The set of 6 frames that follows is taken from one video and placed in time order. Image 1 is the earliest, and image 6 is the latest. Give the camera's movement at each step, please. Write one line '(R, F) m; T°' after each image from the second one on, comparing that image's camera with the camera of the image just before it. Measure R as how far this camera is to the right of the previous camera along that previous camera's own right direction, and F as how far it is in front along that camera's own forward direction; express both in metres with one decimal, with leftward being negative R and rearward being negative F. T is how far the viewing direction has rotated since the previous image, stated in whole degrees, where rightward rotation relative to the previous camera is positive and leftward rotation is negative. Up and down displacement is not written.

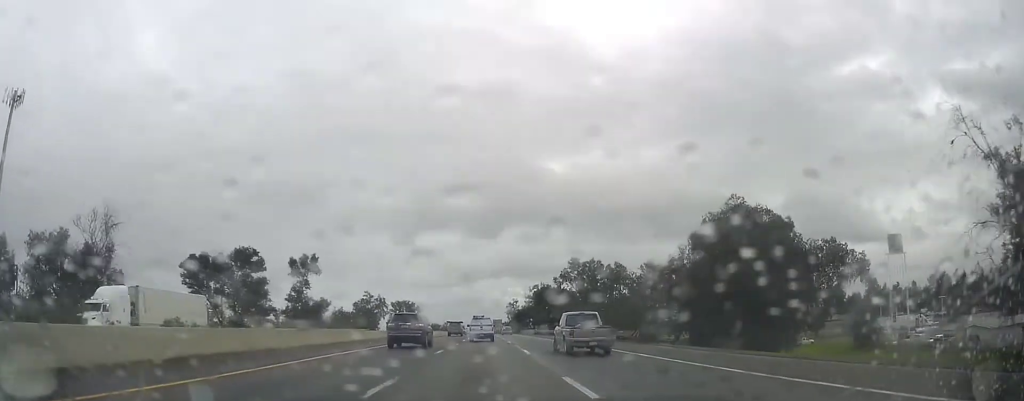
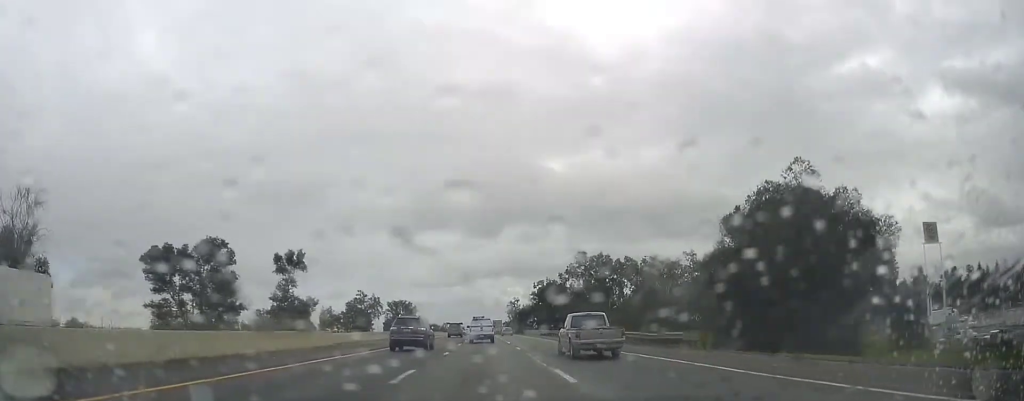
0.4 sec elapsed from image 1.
(+0.1, +12.1) m; 0°
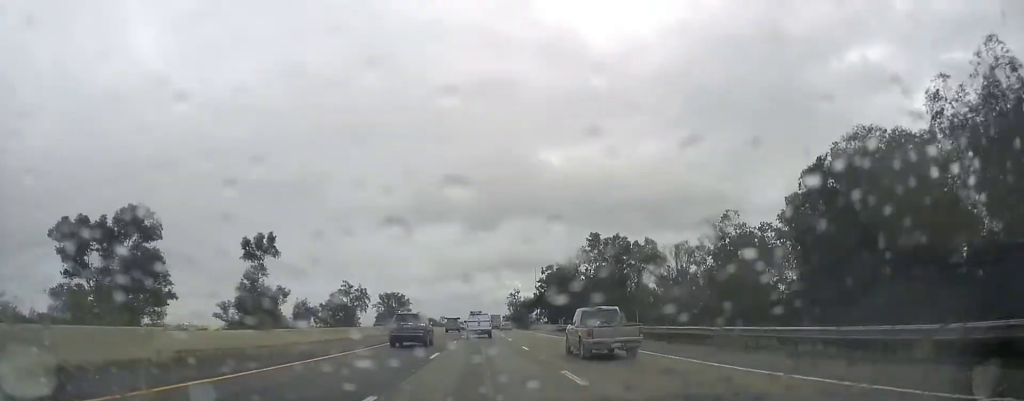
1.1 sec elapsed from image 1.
(0.0, +21.1) m; 0°
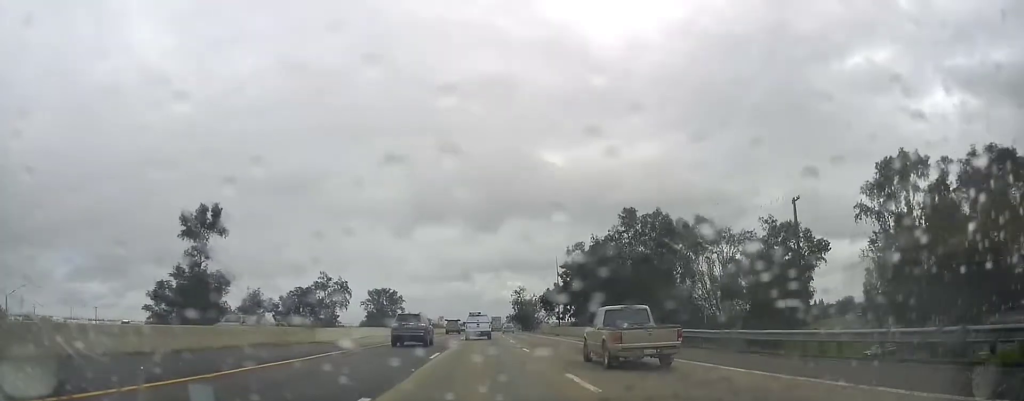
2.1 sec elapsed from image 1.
(-0.2, +29.2) m; -1°
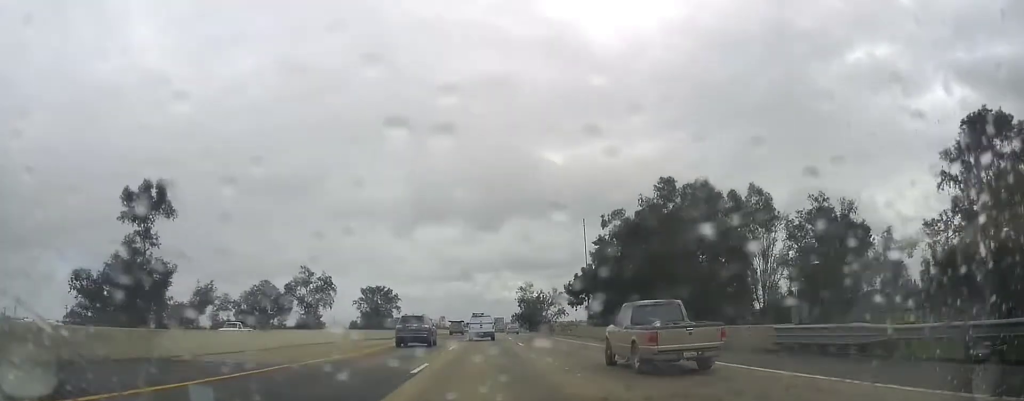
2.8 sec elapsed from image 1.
(+0.1, +21.1) m; 0°
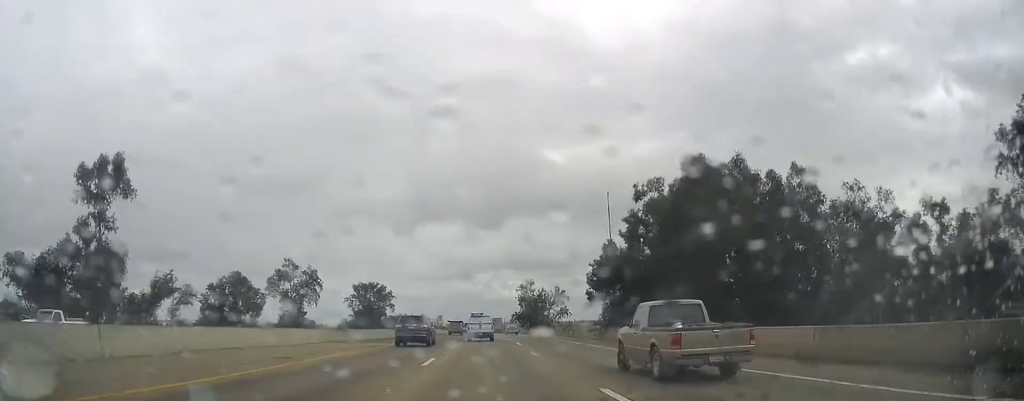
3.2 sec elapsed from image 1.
(-0.1, +12.1) m; 0°
